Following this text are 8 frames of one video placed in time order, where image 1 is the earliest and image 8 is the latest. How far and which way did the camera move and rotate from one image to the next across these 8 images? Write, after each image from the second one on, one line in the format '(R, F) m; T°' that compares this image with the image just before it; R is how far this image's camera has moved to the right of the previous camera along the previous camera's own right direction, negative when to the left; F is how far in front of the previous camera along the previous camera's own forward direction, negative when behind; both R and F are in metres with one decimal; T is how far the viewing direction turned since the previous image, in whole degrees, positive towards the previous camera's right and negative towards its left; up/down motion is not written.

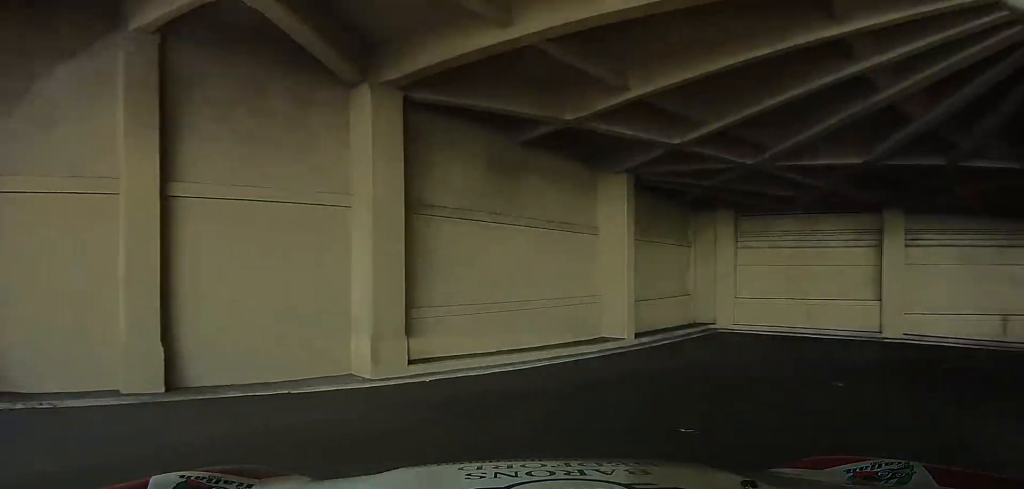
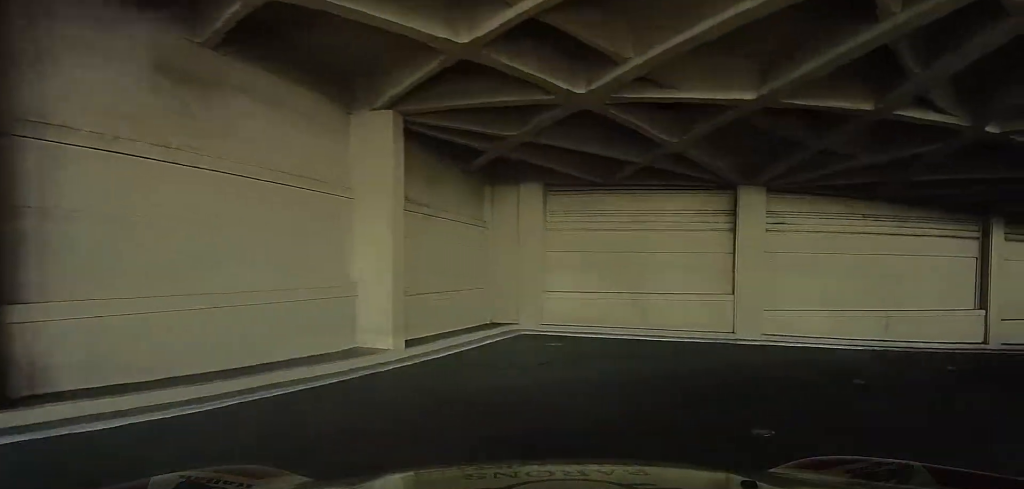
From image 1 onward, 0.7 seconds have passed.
(+0.5, +2.5) m; +23°
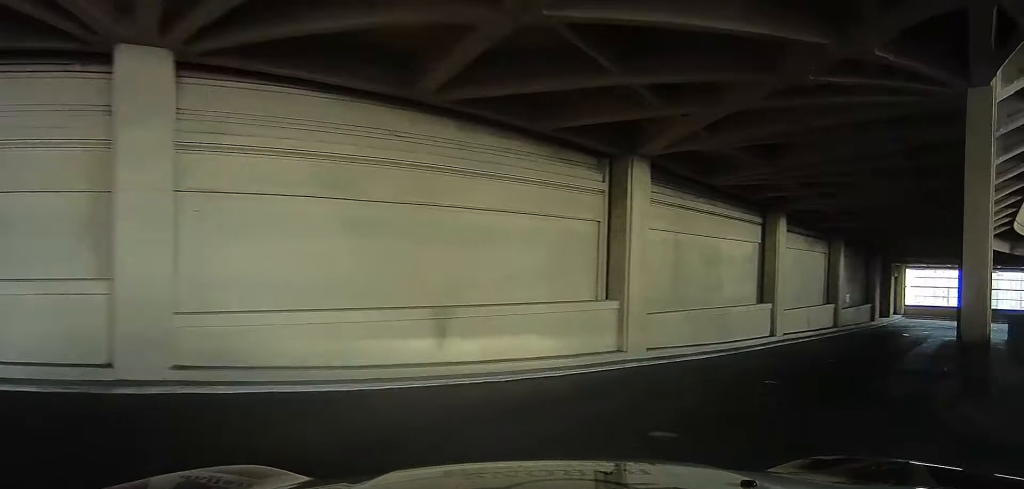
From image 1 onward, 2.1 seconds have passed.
(+0.2, +6.1) m; -11°
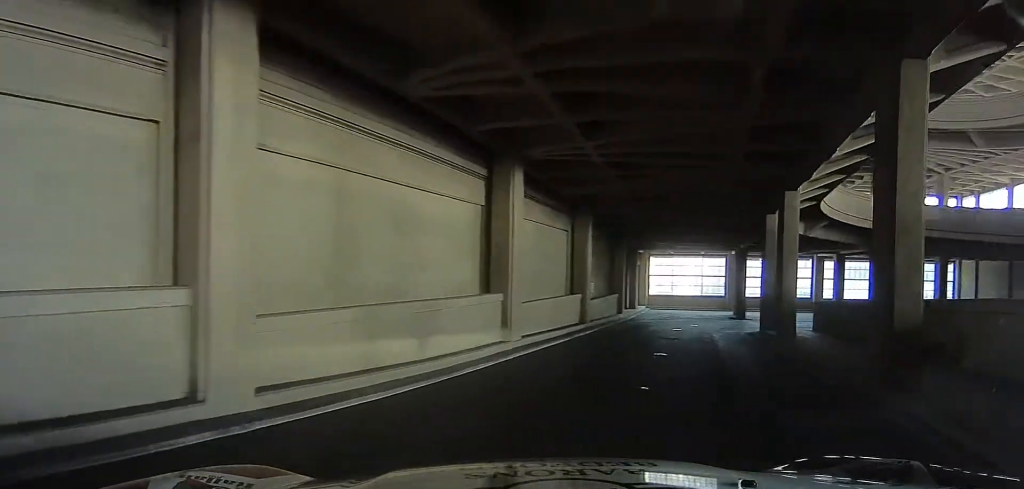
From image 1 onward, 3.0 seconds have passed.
(-0.6, +3.5) m; 0°
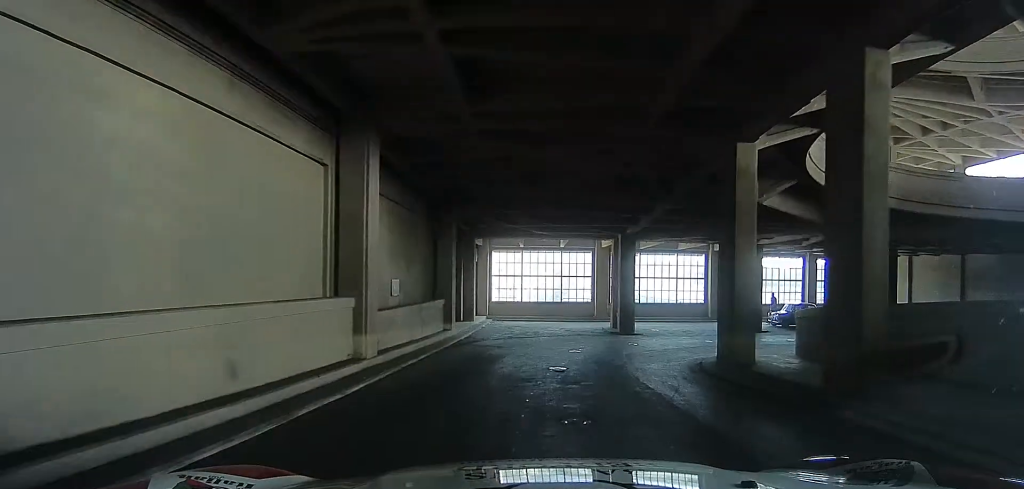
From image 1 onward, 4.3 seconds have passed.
(+1.3, +4.1) m; +21°
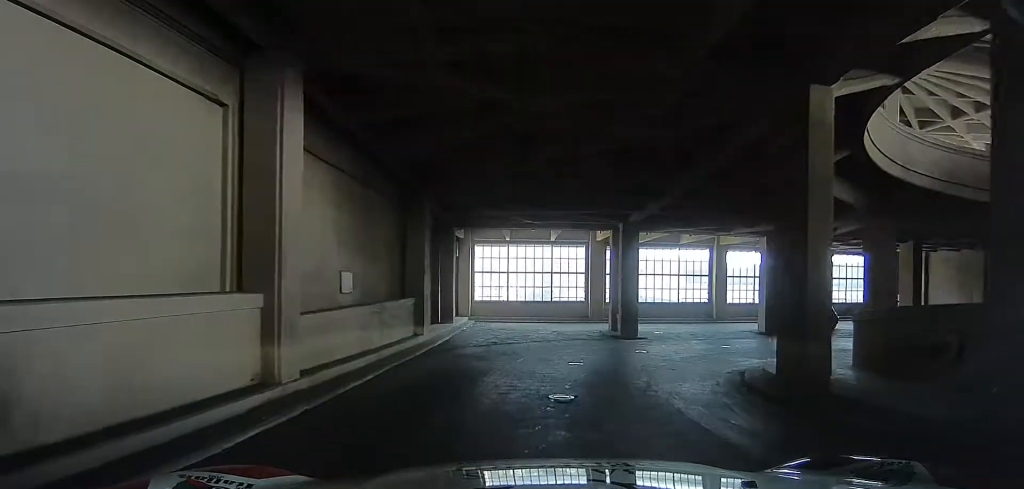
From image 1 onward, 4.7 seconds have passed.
(+0.7, +1.2) m; +1°
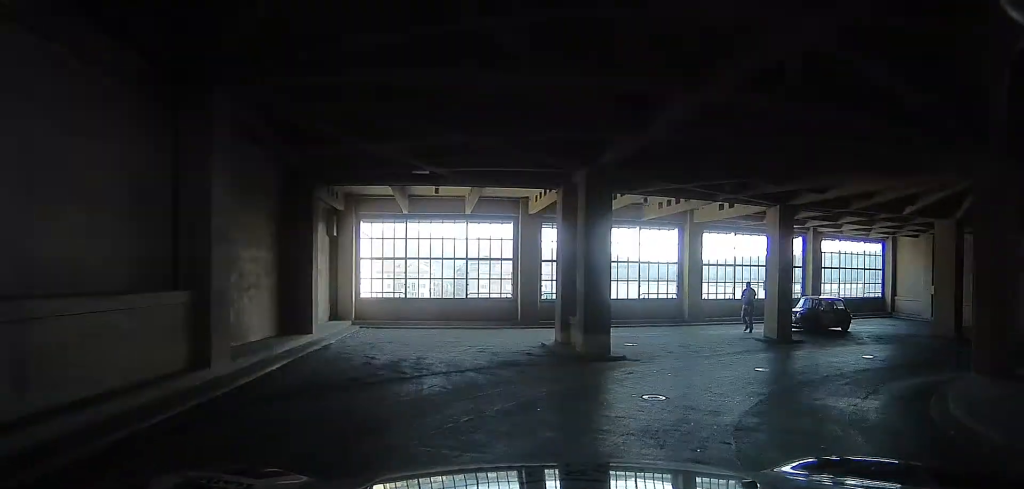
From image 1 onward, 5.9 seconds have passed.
(-1.3, +4.1) m; +4°
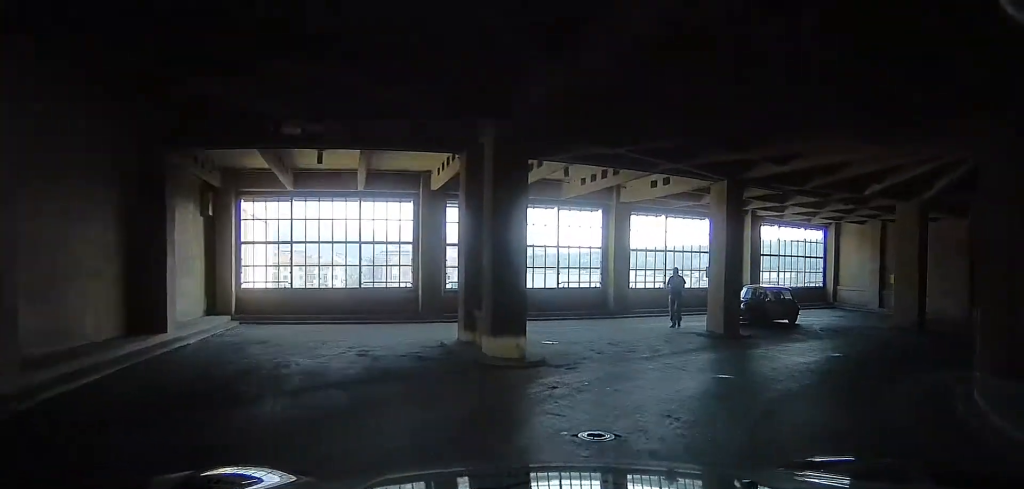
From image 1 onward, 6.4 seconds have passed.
(+0.6, +1.9) m; +12°
